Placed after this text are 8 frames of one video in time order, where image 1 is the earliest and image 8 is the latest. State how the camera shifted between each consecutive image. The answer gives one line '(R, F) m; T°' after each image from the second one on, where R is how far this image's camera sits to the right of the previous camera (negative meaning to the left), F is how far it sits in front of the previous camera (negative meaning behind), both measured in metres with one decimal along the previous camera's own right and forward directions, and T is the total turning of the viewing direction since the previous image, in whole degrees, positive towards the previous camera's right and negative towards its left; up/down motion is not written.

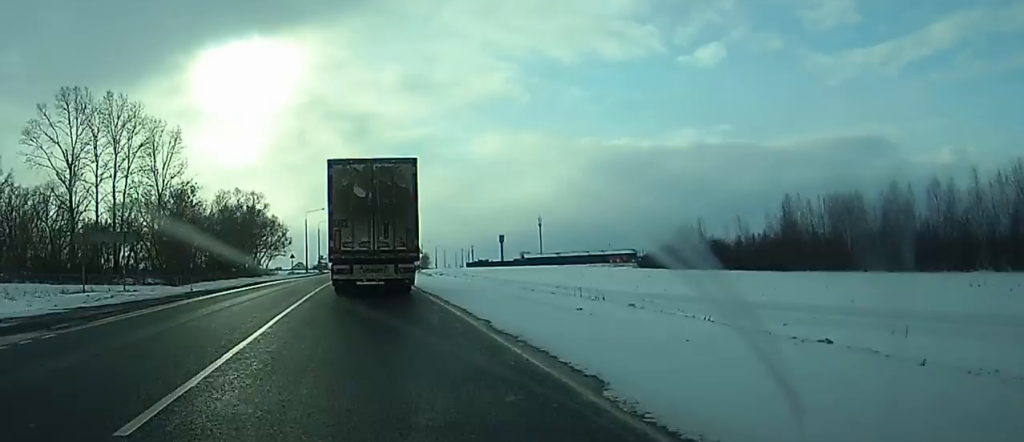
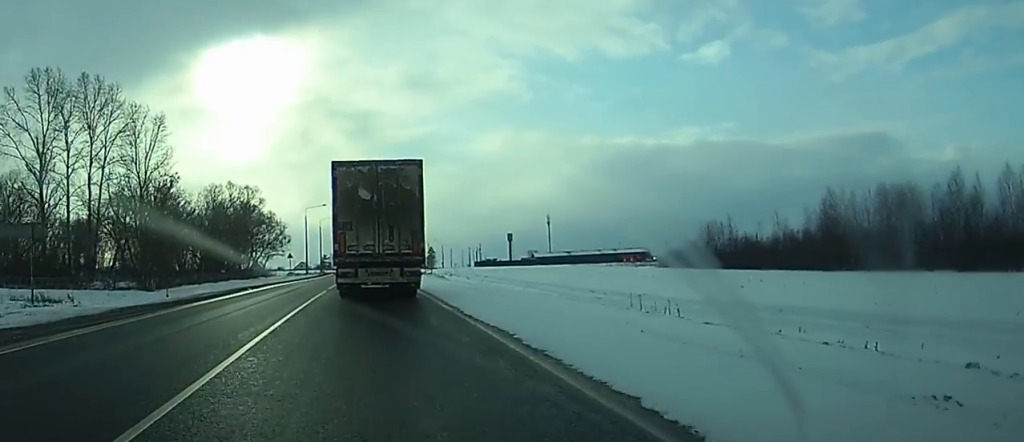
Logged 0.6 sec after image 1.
(0.0, +11.4) m; 0°
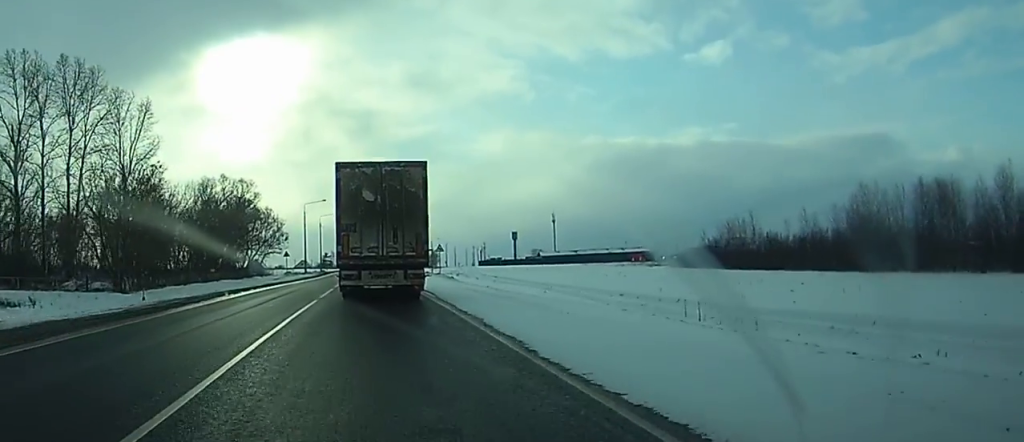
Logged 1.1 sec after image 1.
(0.0, +7.8) m; 0°
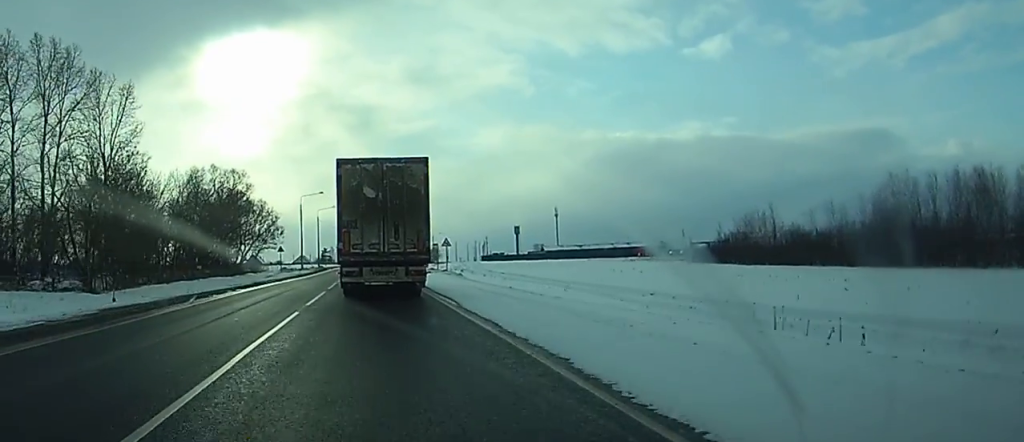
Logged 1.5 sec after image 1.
(0.0, +7.2) m; 0°
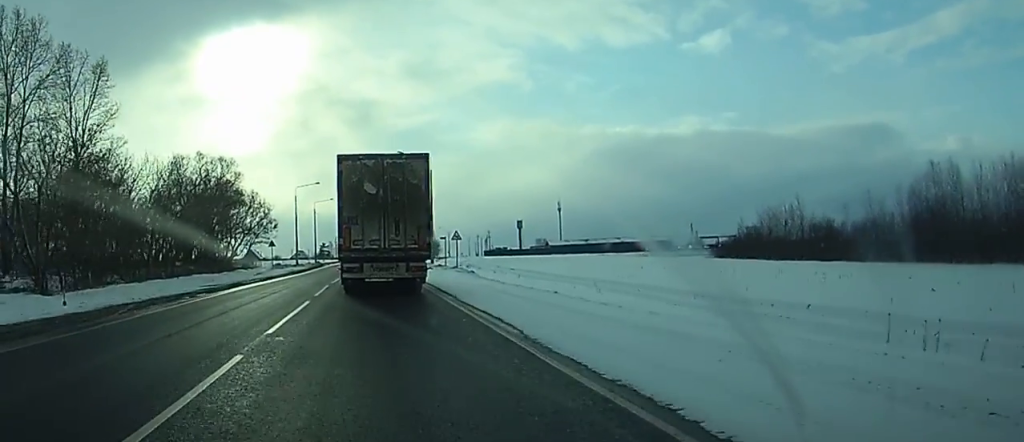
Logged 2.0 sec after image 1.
(0.0, +8.9) m; 0°
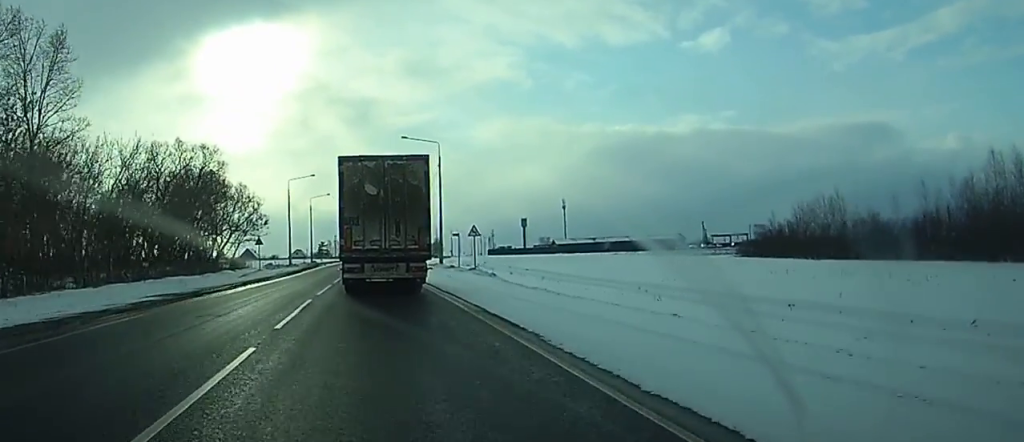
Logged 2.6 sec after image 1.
(0.0, +11.3) m; 0°
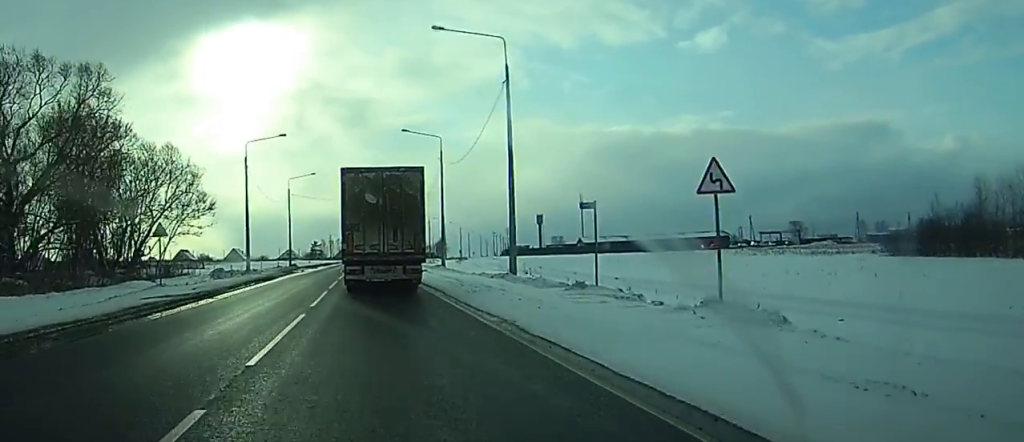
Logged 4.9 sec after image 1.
(+0.1, +40.4) m; 0°
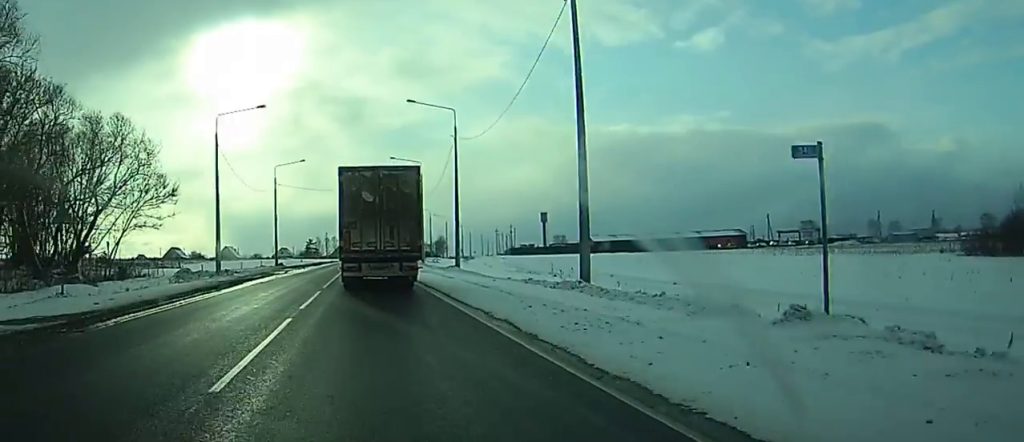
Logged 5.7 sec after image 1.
(0.0, +14.0) m; 0°
